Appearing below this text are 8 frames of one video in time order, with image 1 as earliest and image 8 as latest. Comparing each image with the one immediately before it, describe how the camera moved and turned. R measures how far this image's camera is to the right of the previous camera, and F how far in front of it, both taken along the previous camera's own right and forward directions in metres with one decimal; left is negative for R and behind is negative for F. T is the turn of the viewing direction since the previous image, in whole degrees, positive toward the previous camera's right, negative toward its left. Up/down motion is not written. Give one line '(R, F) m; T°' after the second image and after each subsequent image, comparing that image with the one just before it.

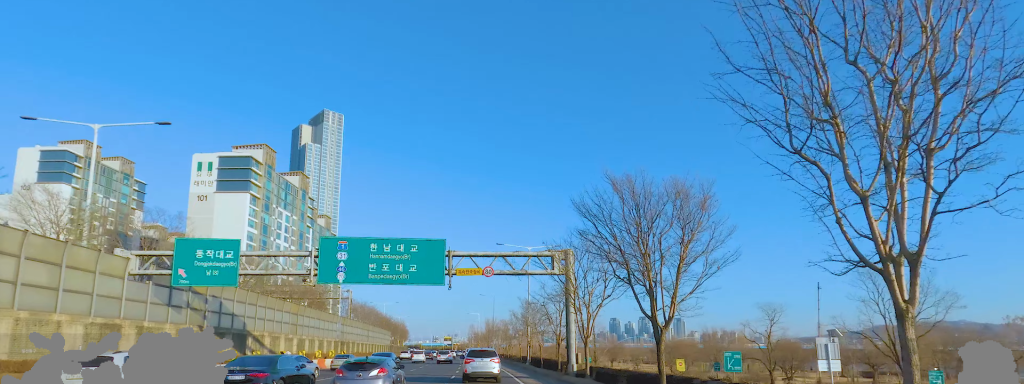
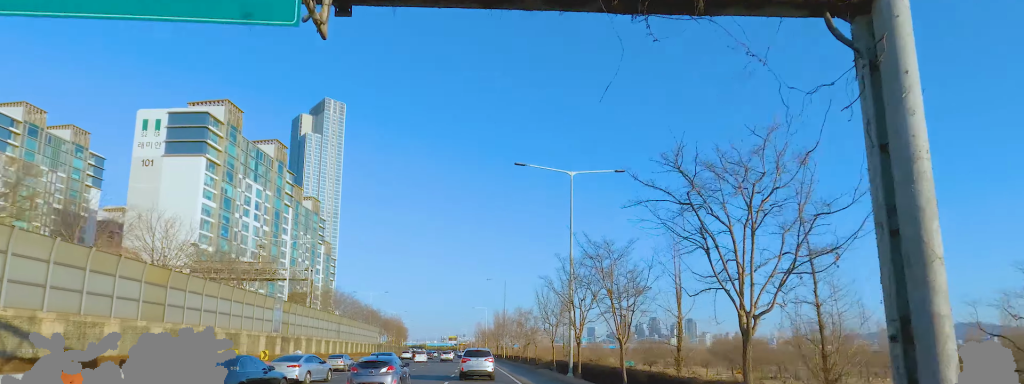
(-0.5, +24.8) m; -3°
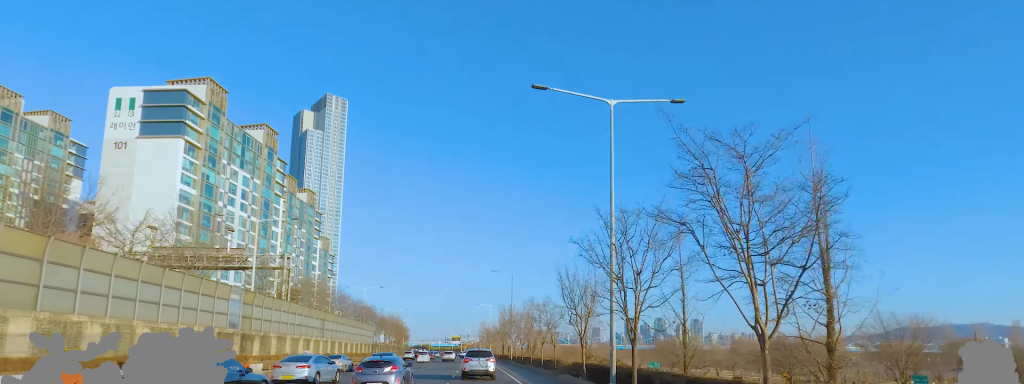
(-0.1, +9.7) m; 0°
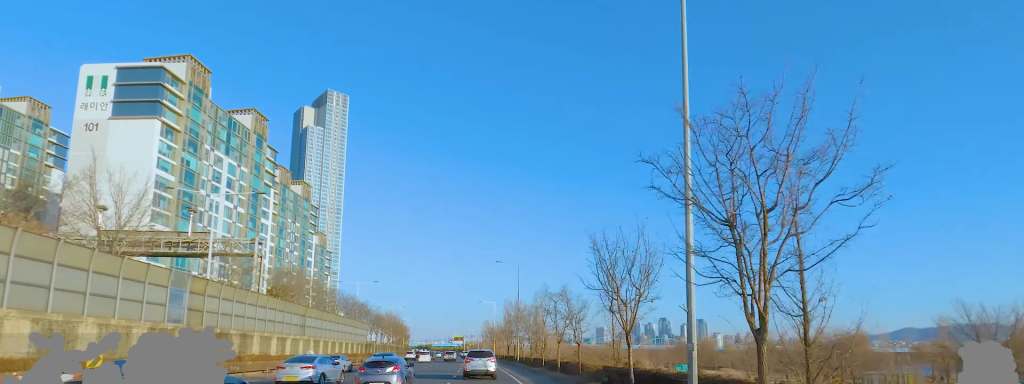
(0.0, +8.2) m; 0°
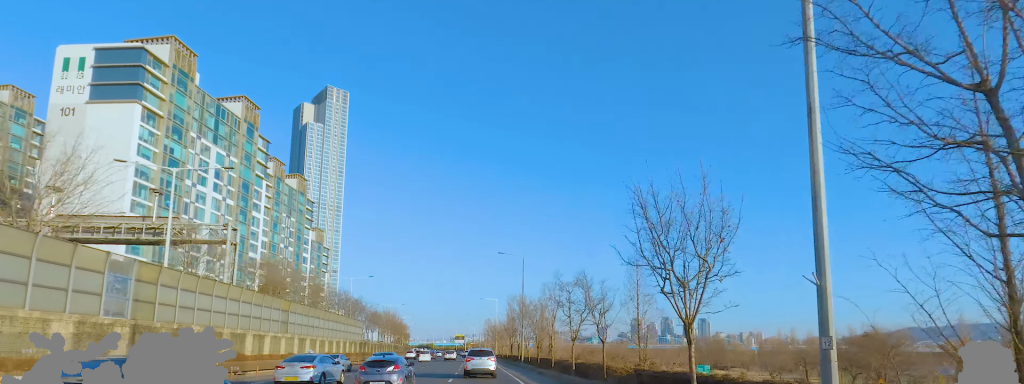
(0.0, +5.5) m; 0°
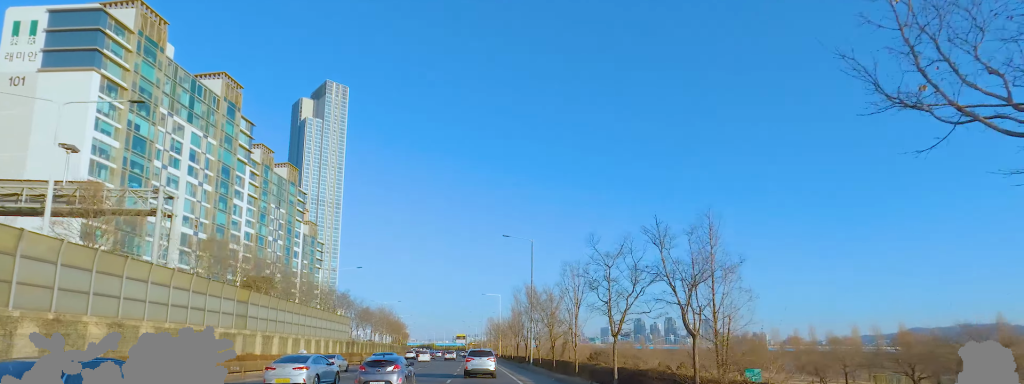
(0.0, +9.3) m; +2°
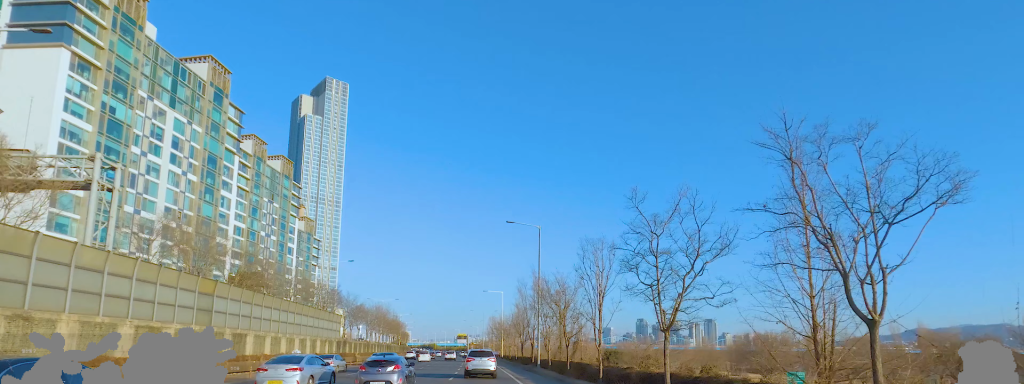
(-0.2, +5.6) m; +3°
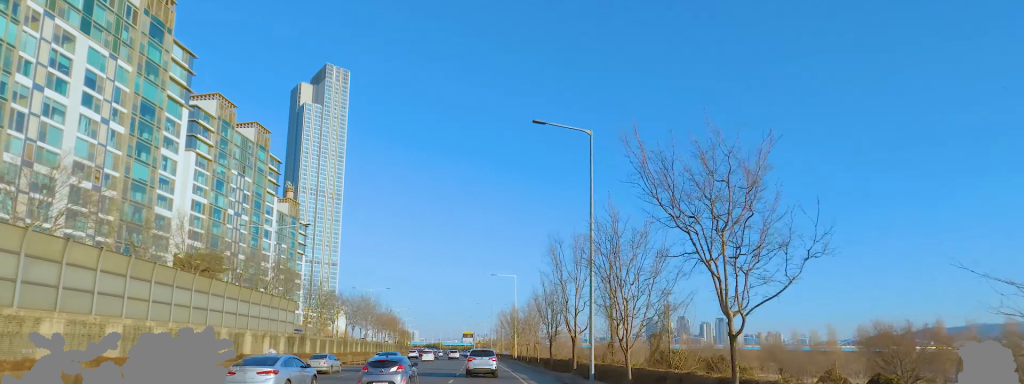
(+1.2, +19.6) m; 0°
